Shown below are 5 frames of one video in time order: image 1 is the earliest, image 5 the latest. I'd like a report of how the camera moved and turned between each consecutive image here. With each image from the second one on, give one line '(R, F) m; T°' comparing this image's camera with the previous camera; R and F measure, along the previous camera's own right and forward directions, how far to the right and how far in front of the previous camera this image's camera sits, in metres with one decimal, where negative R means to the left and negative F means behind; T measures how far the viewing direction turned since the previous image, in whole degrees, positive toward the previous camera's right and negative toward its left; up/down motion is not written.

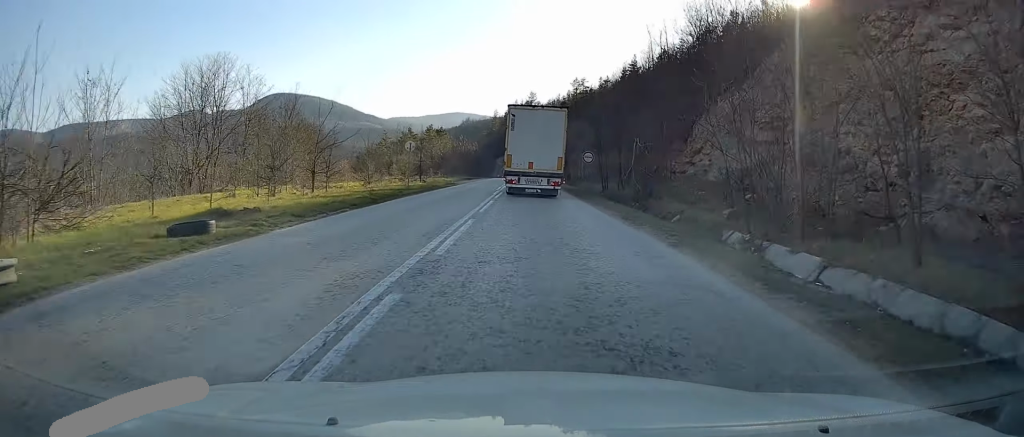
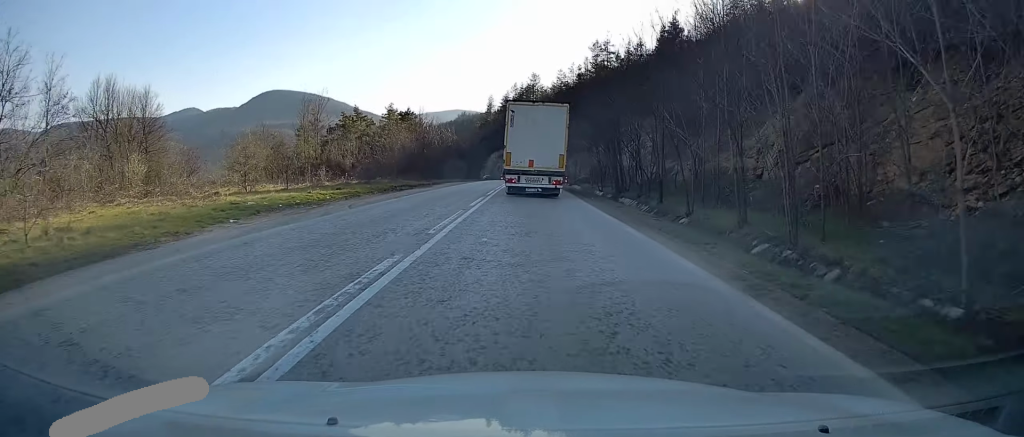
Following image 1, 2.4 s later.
(-0.2, +53.5) m; -1°
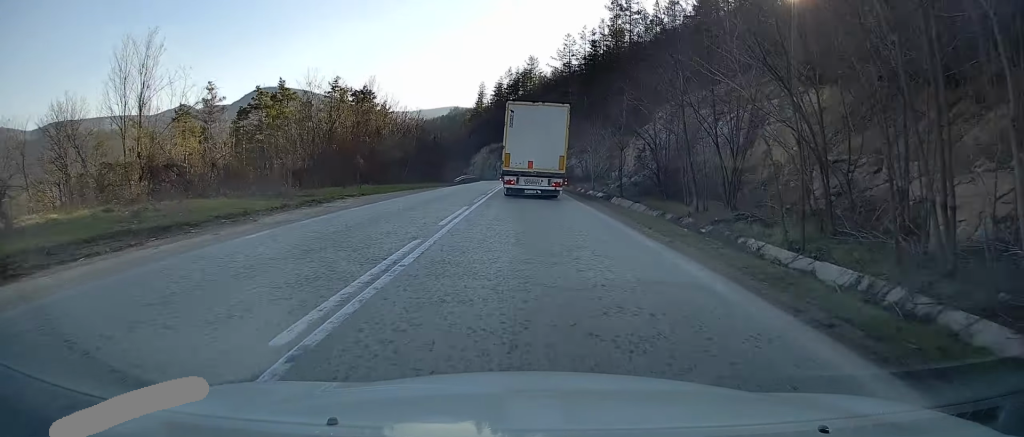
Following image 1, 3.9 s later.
(+0.4, +34.2) m; +1°
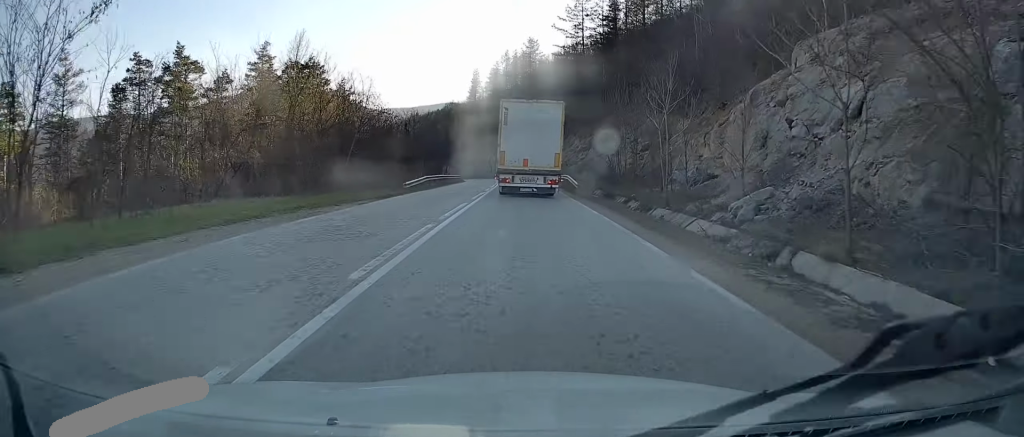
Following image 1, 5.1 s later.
(+0.2, +25.2) m; 0°
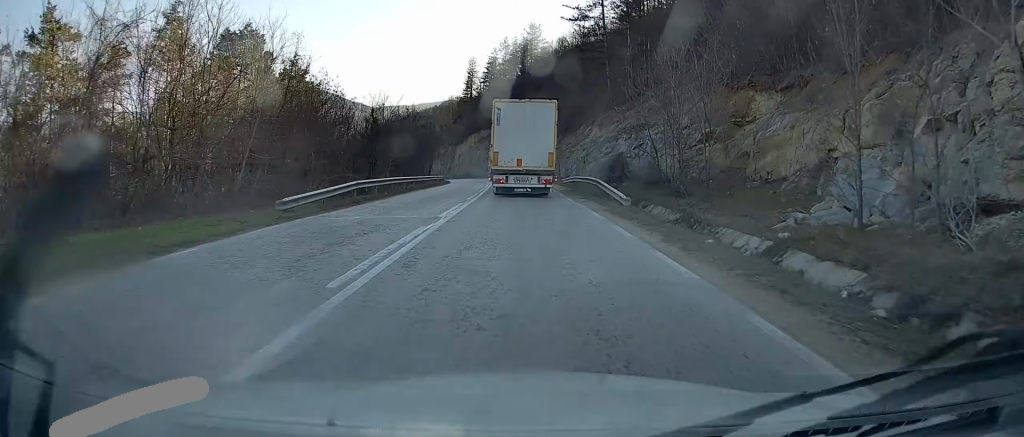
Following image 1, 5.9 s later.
(-0.2, +18.4) m; -1°
